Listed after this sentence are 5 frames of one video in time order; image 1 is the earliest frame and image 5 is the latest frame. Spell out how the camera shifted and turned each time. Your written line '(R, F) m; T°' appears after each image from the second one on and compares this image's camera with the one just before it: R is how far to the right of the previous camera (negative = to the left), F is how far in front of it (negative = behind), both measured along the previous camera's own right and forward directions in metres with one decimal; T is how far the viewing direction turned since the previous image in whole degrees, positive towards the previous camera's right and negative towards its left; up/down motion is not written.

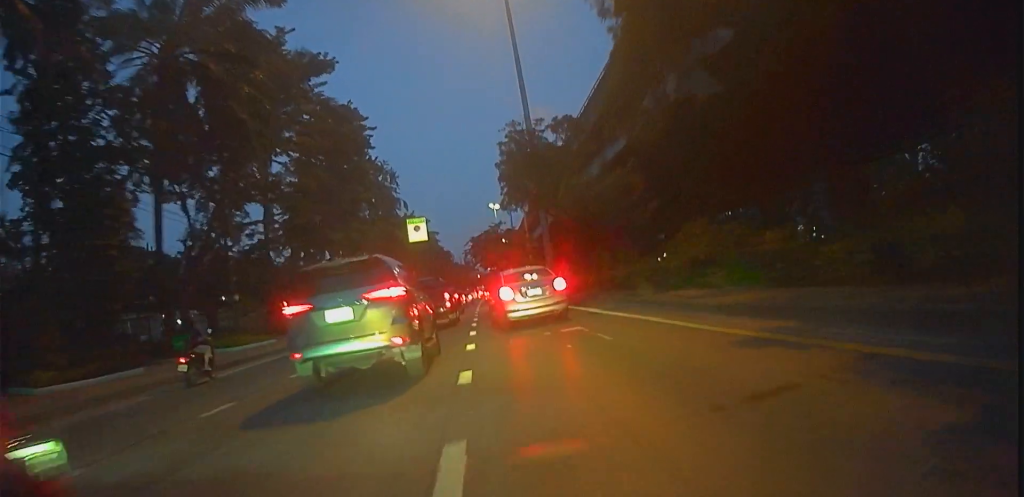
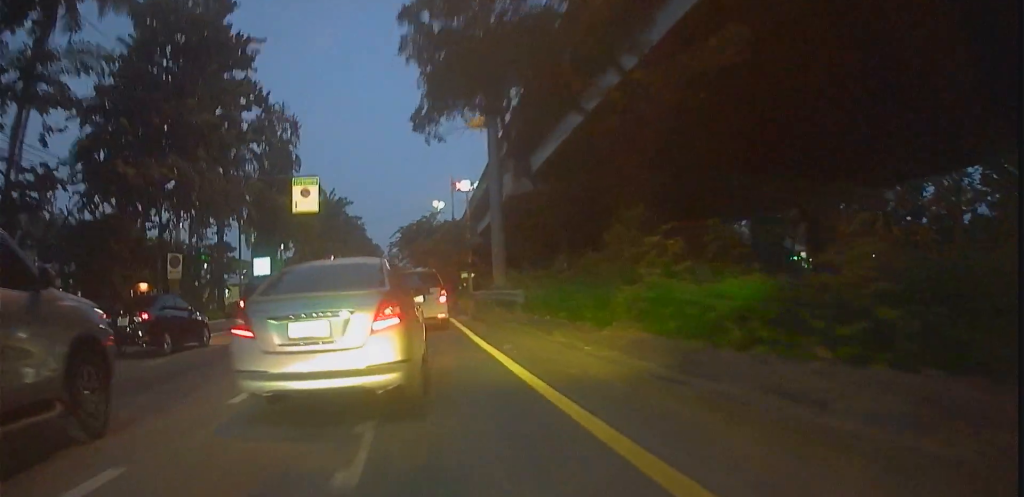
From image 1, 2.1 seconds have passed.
(+2.9, +14.9) m; +12°
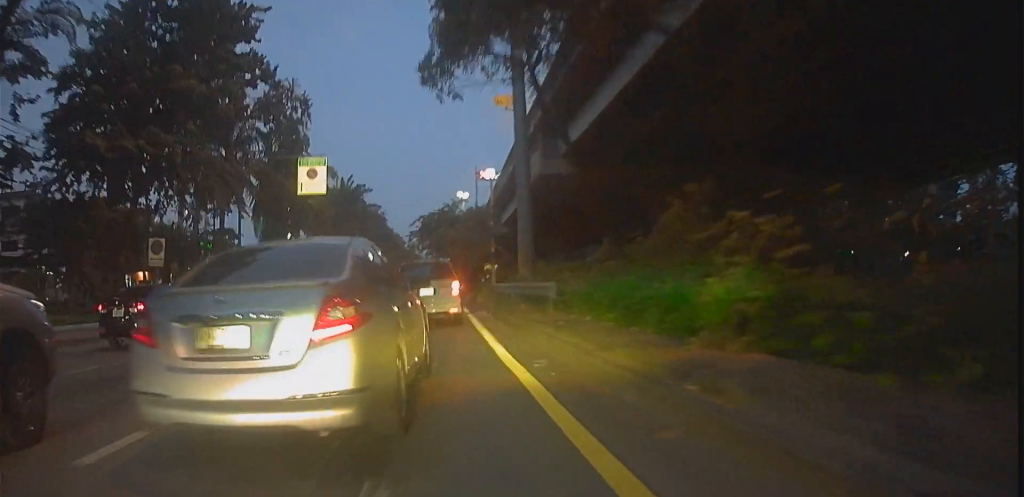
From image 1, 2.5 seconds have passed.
(-0.4, +3.0) m; -8°
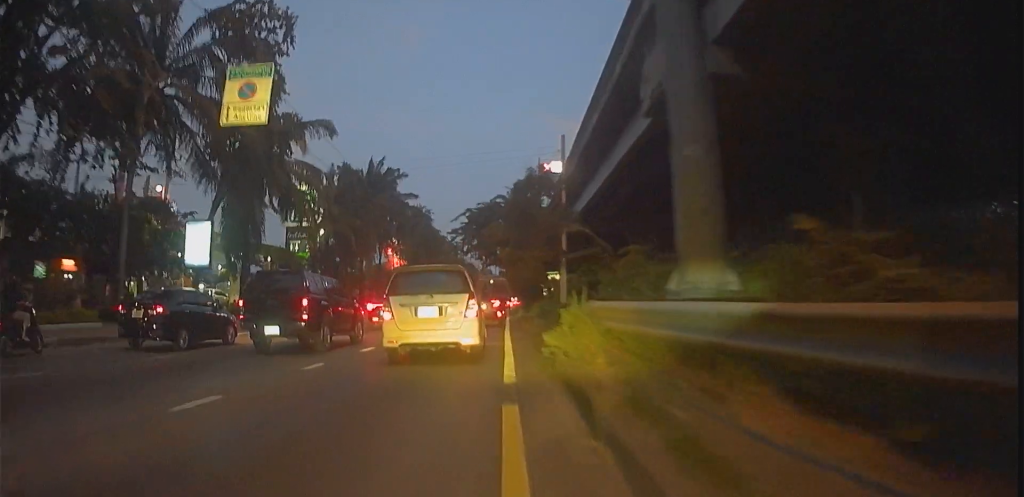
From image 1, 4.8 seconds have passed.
(-1.4, +15.0) m; -3°
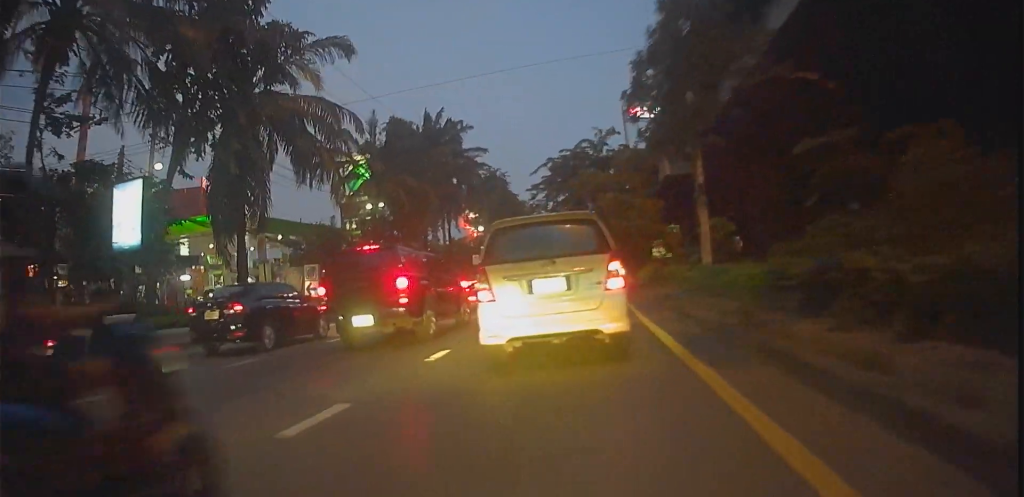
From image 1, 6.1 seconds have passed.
(-0.2, +8.2) m; -5°
